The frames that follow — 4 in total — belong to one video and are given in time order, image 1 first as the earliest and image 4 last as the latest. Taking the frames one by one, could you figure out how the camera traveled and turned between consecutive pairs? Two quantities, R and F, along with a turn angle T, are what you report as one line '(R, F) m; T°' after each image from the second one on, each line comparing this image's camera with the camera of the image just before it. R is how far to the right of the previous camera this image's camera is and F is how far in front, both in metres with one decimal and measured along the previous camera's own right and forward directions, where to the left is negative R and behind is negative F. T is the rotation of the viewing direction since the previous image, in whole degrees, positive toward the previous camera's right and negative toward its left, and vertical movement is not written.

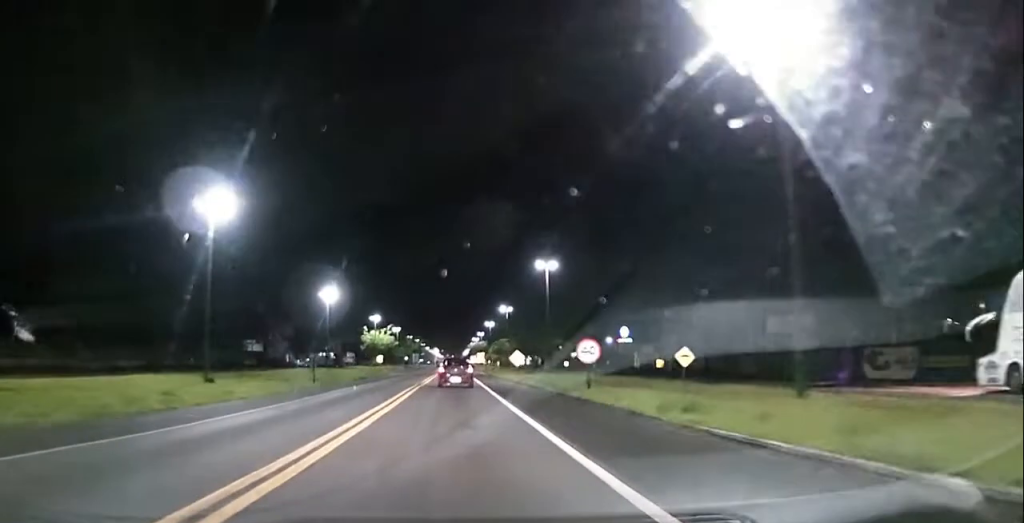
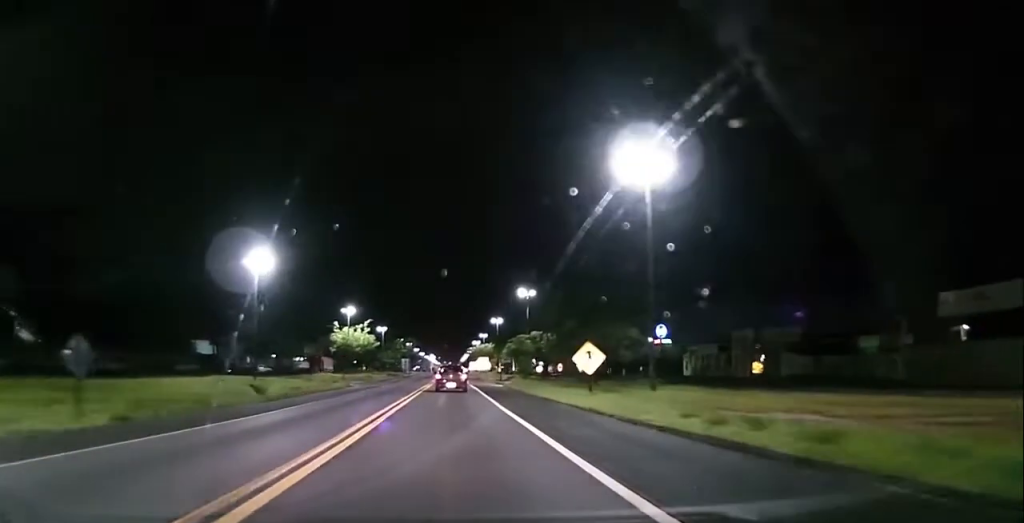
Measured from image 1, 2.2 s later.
(-0.1, +34.3) m; 0°
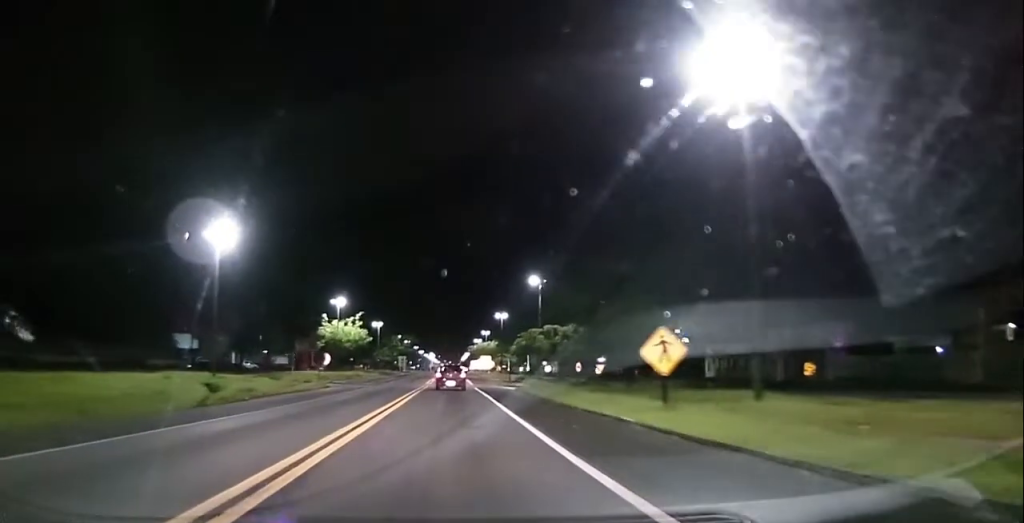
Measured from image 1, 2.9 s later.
(+0.3, +10.5) m; +1°
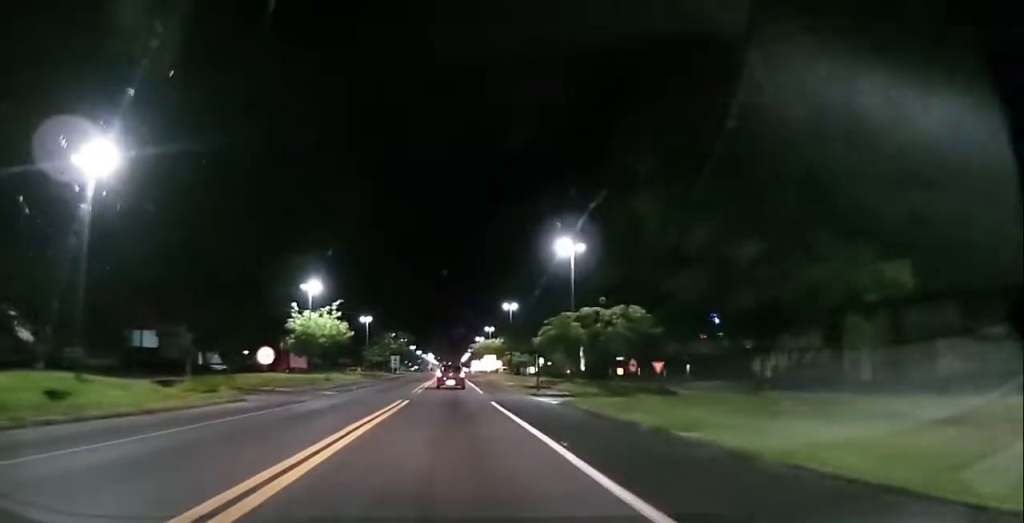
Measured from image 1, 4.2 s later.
(+0.2, +18.9) m; +1°
